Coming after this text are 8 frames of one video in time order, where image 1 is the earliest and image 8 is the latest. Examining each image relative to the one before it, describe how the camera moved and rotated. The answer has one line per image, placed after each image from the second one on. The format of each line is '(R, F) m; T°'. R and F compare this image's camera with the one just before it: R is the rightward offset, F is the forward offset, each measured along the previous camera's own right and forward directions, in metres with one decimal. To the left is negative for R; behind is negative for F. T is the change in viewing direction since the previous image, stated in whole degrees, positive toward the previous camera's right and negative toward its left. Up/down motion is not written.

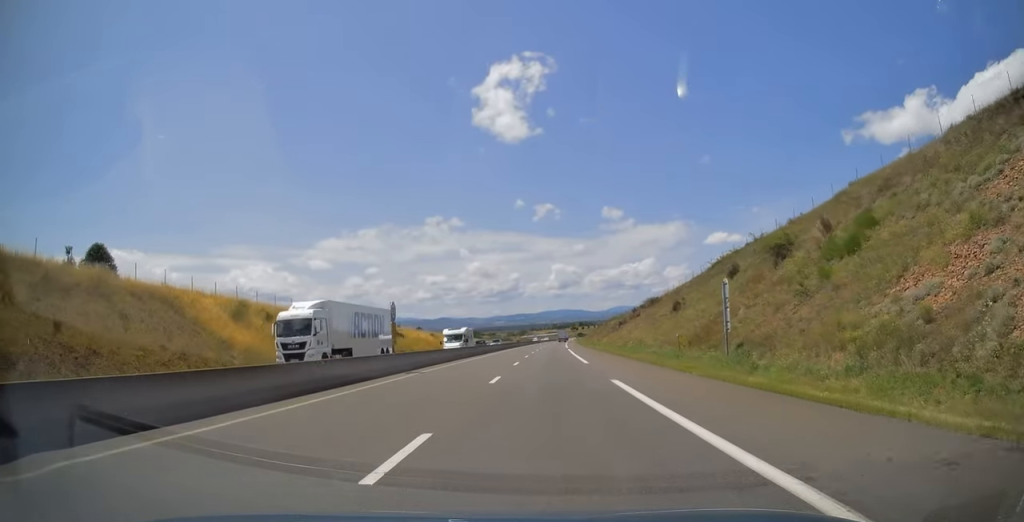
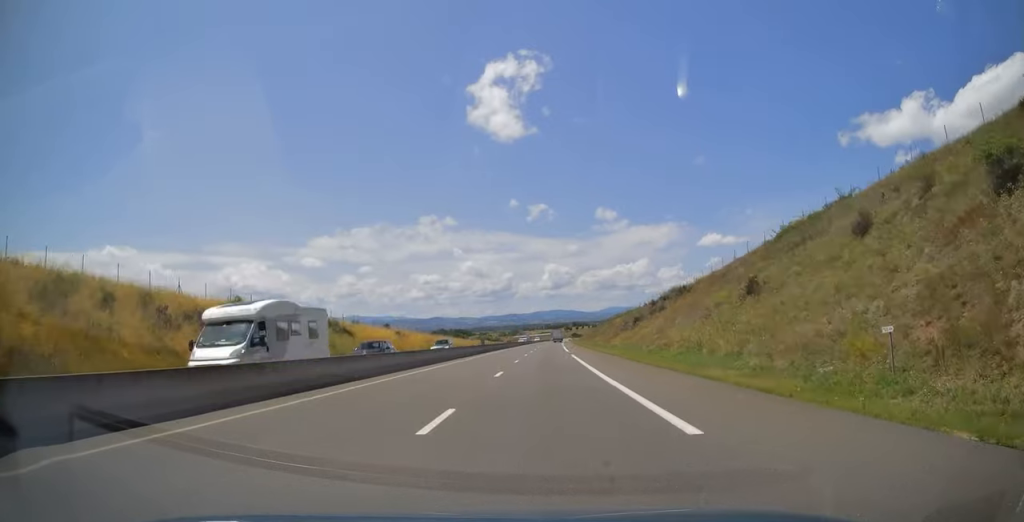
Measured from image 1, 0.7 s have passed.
(0.0, +23.0) m; 0°
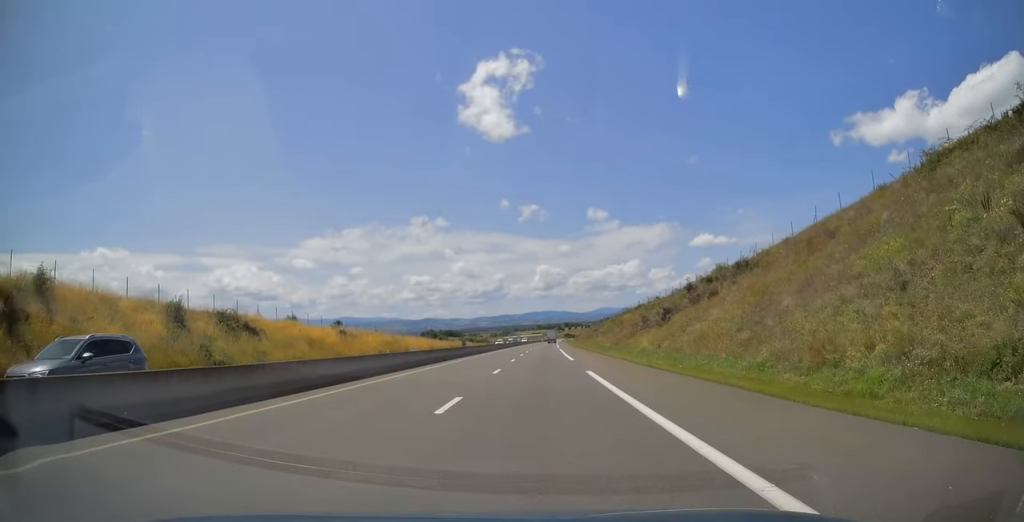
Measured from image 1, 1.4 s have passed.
(-0.1, +23.6) m; +1°
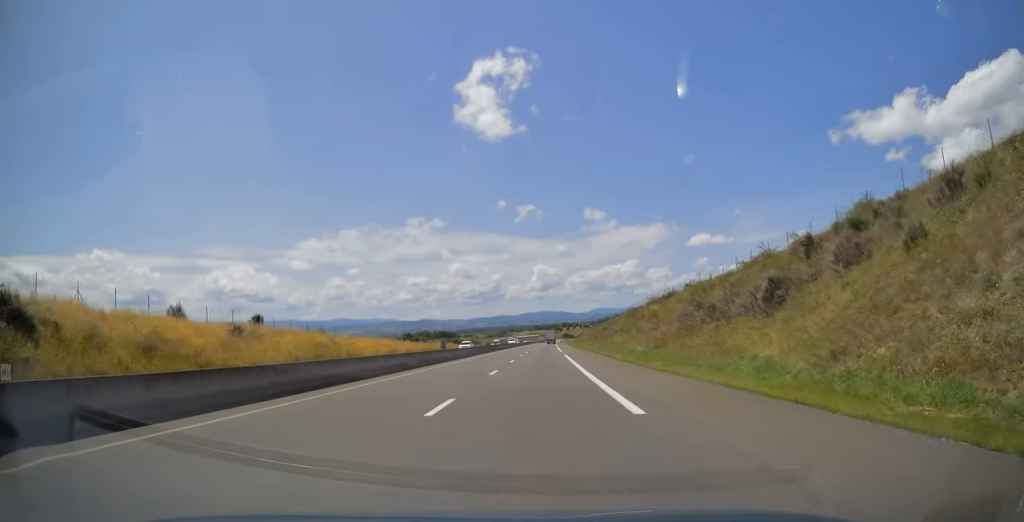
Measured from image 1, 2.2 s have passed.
(+0.4, +26.2) m; +1°
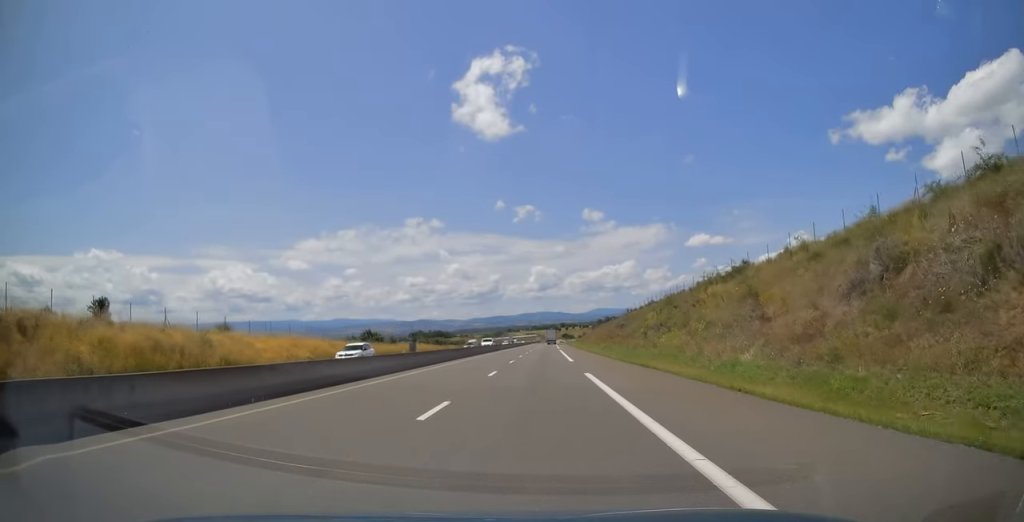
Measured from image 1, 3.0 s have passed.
(+0.1, +26.6) m; +1°
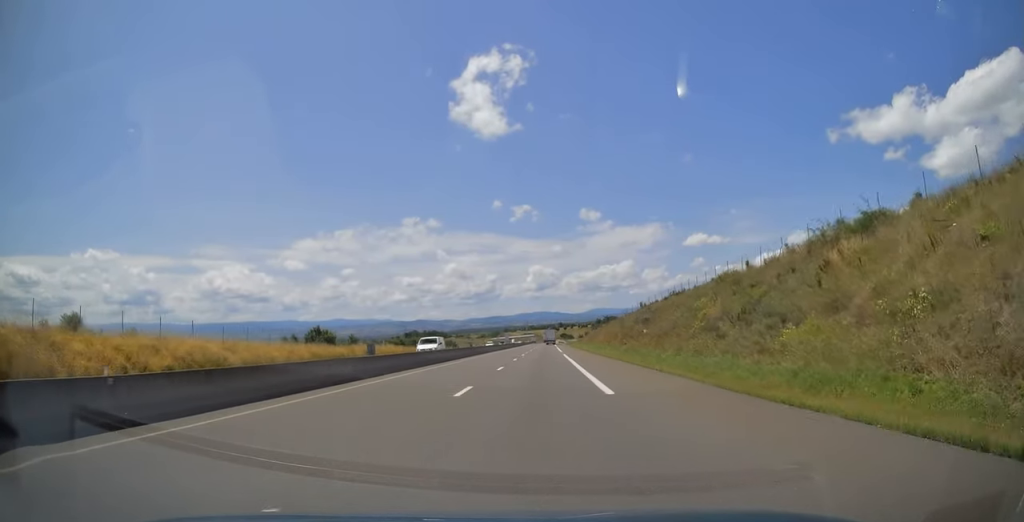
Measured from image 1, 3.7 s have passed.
(+0.1, +21.7) m; +1°
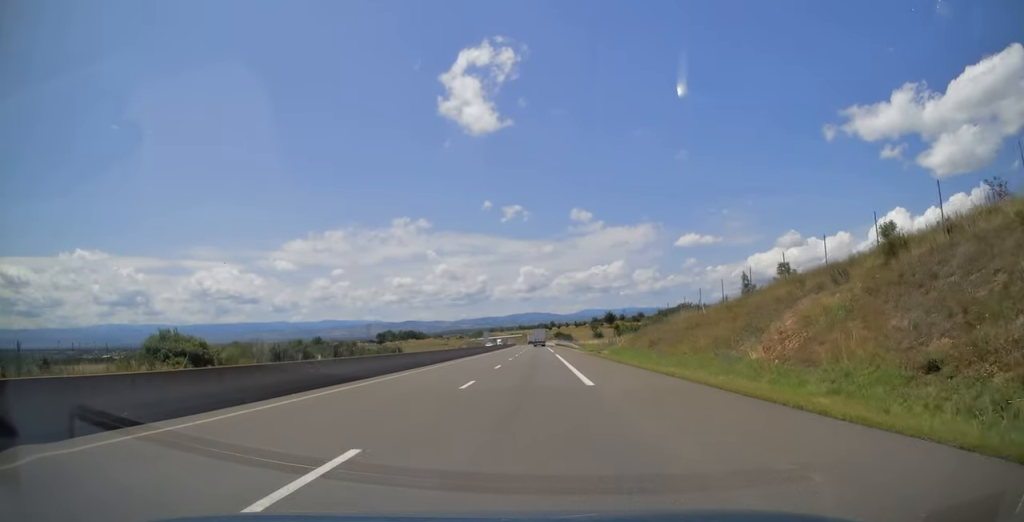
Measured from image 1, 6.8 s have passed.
(+1.1, +100.9) m; +1°
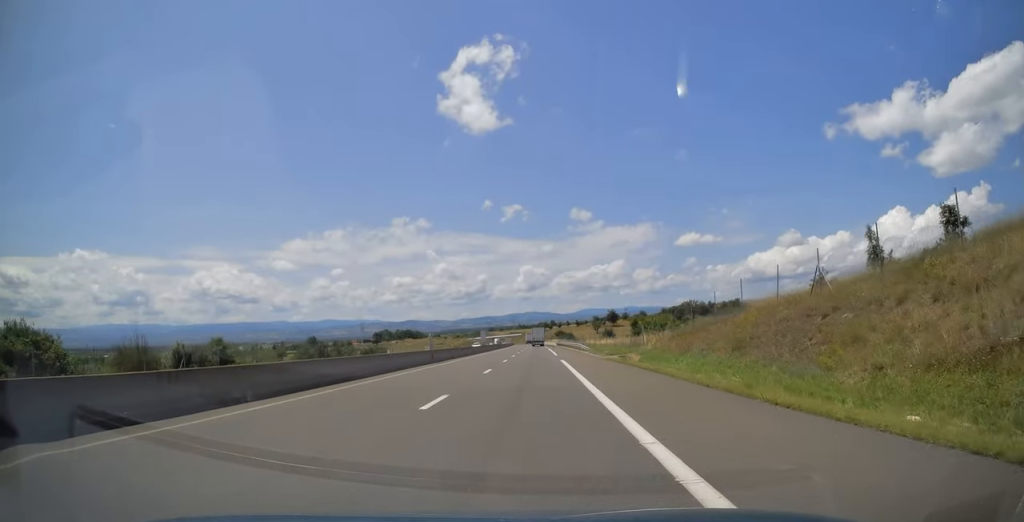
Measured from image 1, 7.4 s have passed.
(-0.1, +18.4) m; 0°
